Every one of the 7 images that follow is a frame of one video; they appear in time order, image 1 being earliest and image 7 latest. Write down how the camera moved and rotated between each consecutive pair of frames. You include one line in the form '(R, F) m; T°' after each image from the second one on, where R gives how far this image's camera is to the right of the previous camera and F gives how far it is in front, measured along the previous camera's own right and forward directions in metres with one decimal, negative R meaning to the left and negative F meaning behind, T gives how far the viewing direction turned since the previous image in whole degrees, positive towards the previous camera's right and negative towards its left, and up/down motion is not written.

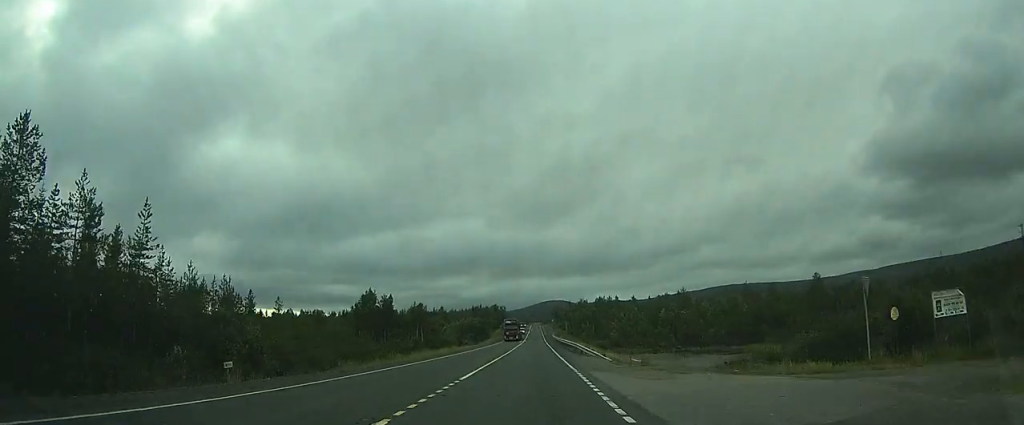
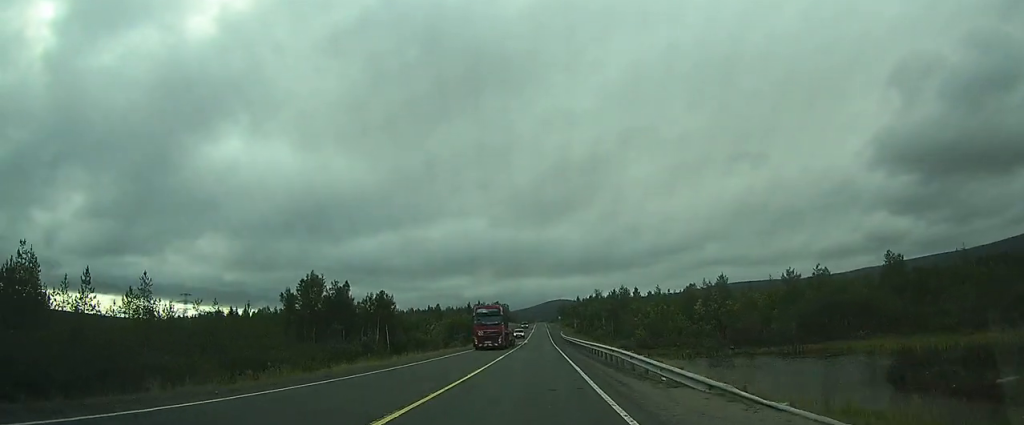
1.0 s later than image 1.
(0.0, +22.6) m; 0°
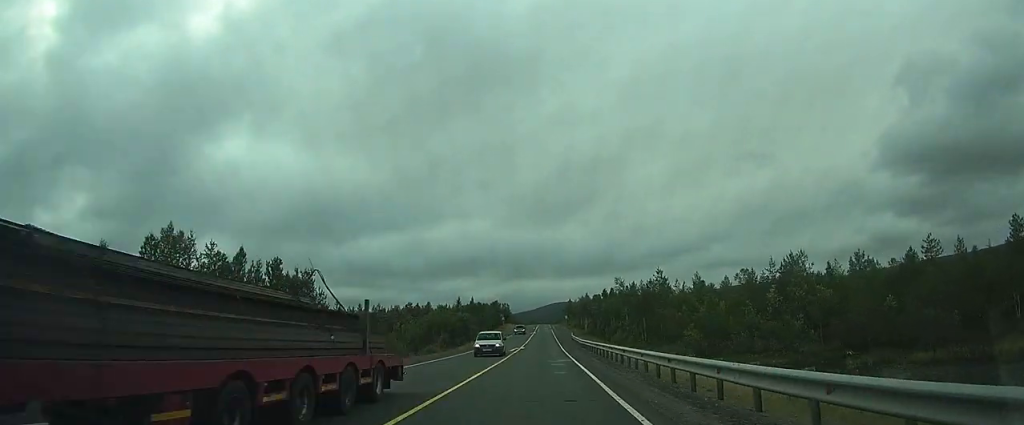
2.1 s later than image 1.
(0.0, +25.7) m; 0°
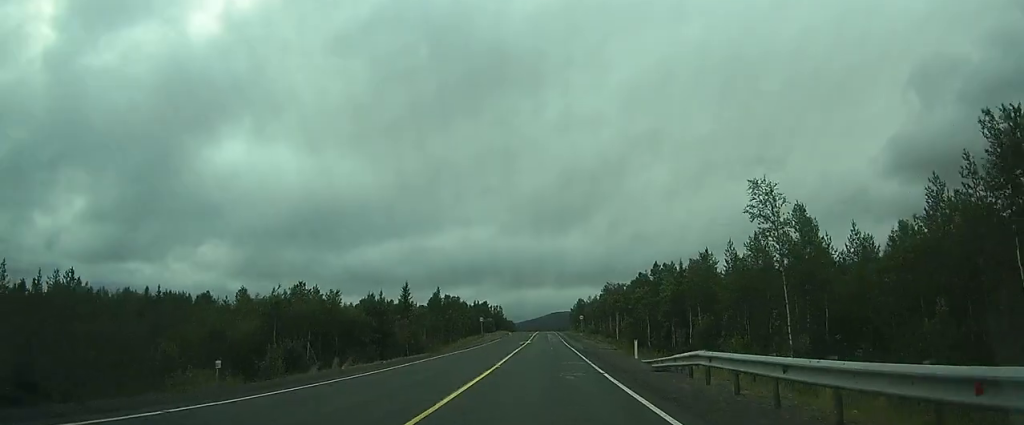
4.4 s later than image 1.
(+0.2, +54.3) m; 0°
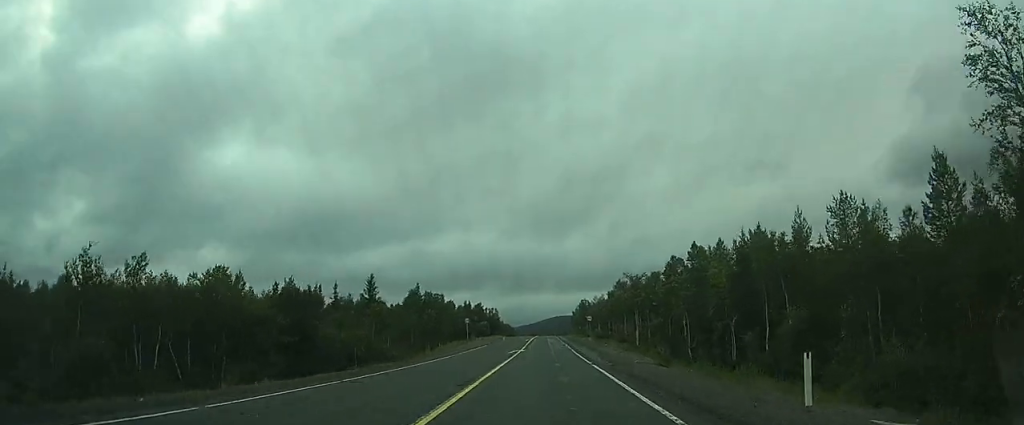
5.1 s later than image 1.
(0.0, +17.4) m; 0°
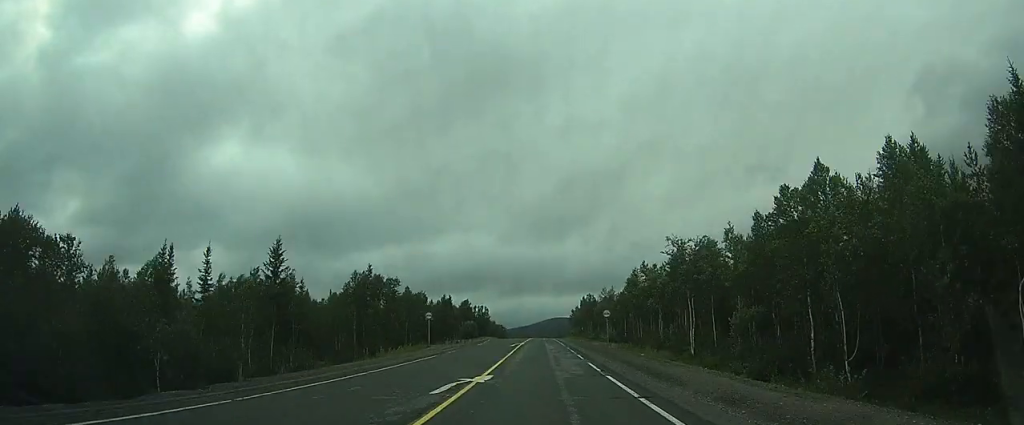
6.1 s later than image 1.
(0.0, +24.5) m; 0°
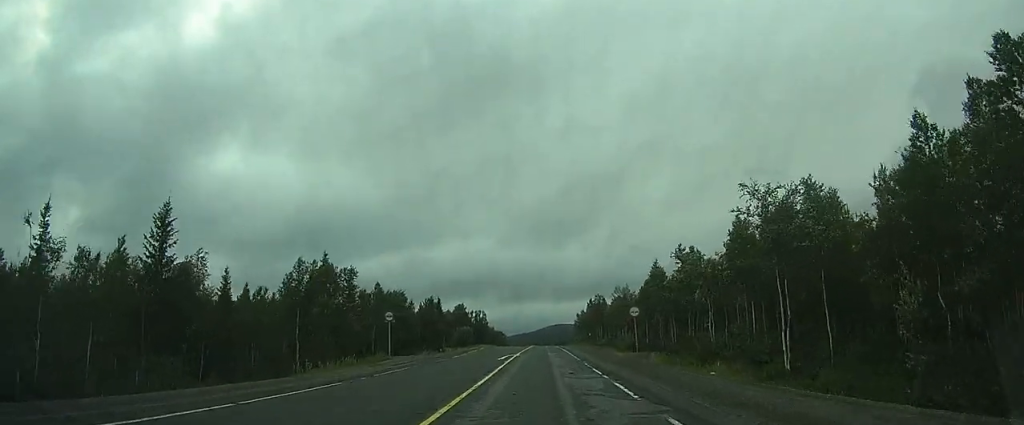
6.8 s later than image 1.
(0.0, +15.0) m; 0°
